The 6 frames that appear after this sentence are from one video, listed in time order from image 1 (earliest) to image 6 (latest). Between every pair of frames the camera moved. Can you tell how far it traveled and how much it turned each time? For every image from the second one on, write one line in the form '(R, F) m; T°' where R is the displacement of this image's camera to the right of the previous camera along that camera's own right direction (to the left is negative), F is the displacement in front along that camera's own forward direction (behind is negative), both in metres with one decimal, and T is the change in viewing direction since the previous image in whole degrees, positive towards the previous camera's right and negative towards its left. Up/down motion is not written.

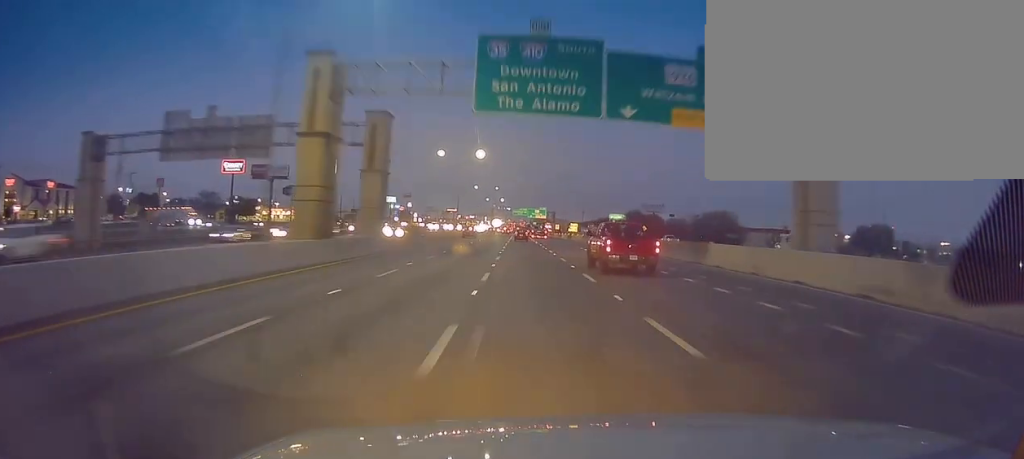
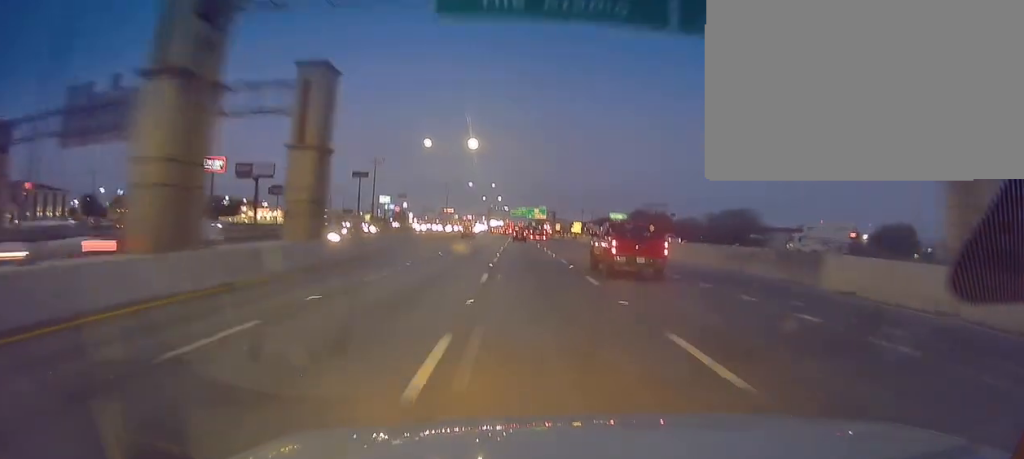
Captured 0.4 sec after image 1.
(0.0, +12.8) m; 0°
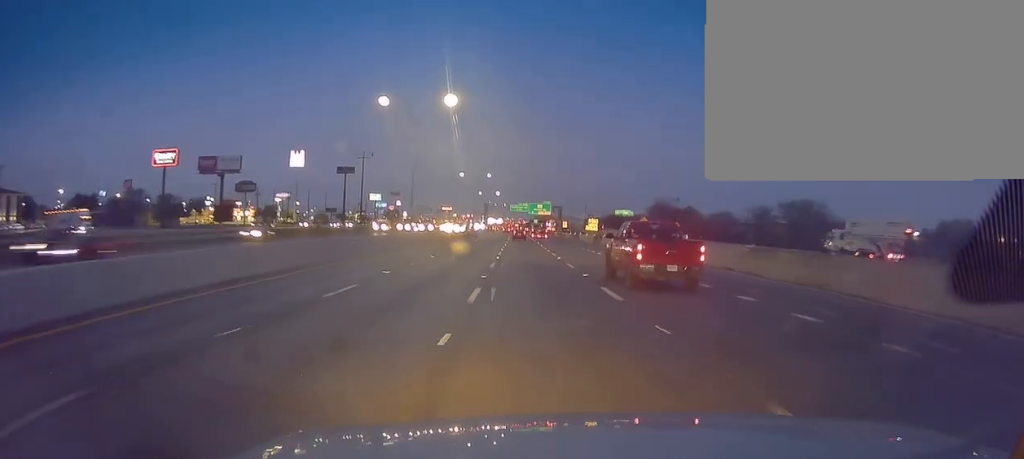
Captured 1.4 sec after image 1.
(0.0, +28.2) m; -1°
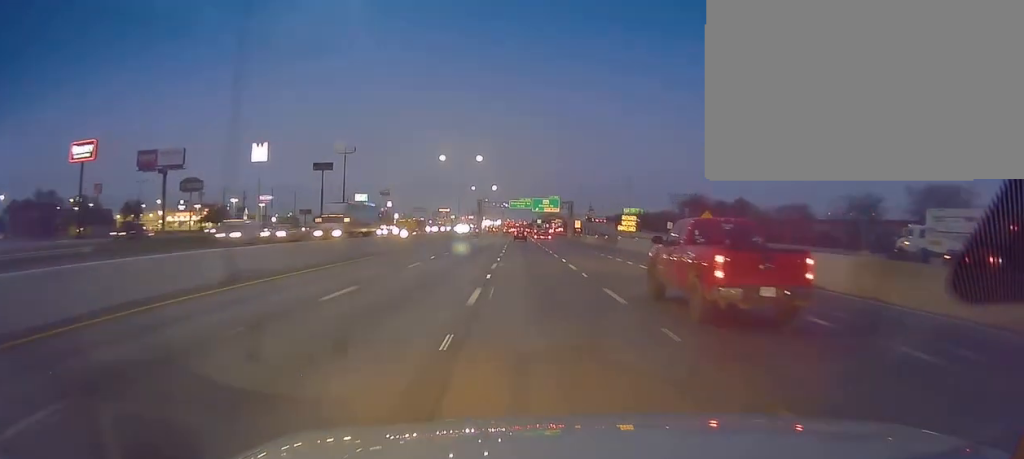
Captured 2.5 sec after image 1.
(-0.7, +35.6) m; -1°
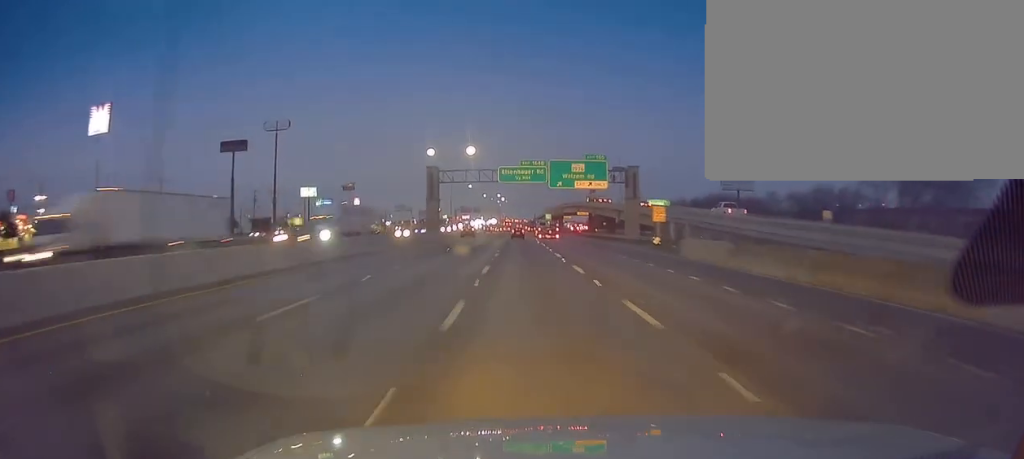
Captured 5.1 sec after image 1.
(+1.5, +88.2) m; +1°
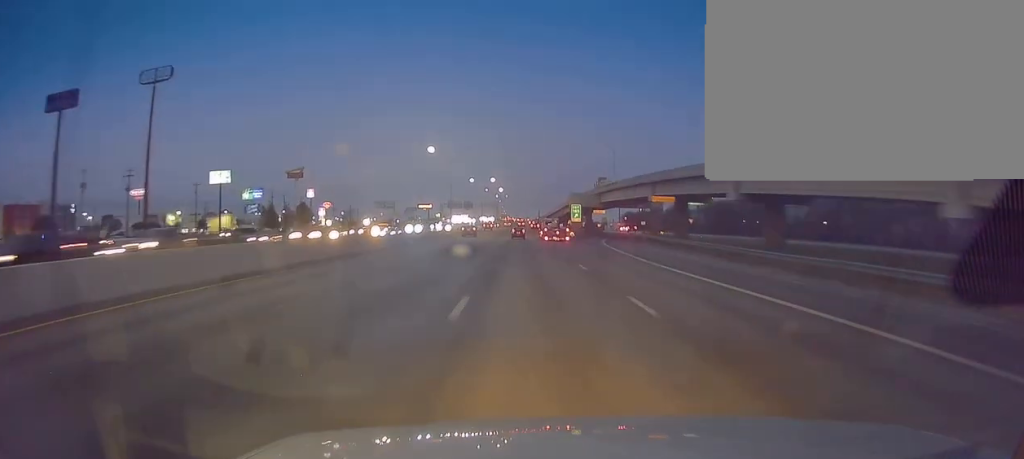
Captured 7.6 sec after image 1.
(+0.1, +85.4) m; 0°
